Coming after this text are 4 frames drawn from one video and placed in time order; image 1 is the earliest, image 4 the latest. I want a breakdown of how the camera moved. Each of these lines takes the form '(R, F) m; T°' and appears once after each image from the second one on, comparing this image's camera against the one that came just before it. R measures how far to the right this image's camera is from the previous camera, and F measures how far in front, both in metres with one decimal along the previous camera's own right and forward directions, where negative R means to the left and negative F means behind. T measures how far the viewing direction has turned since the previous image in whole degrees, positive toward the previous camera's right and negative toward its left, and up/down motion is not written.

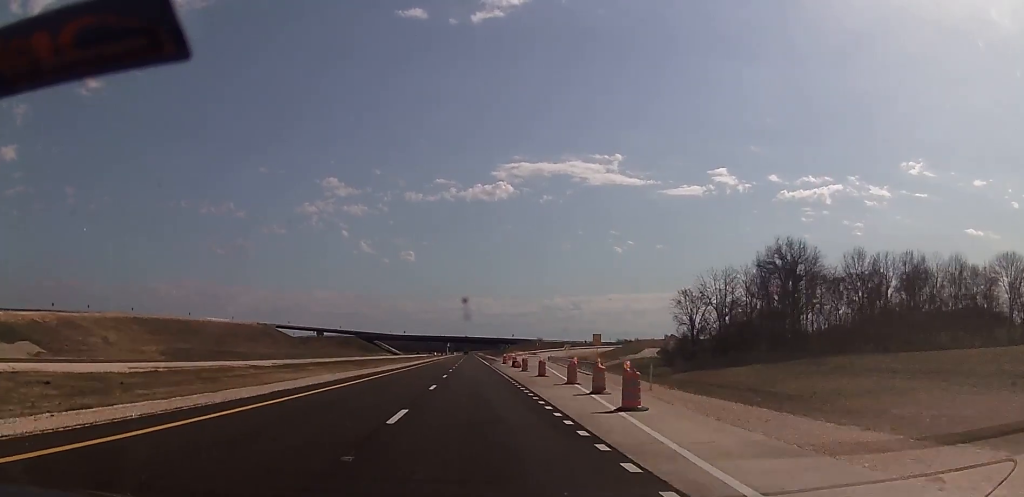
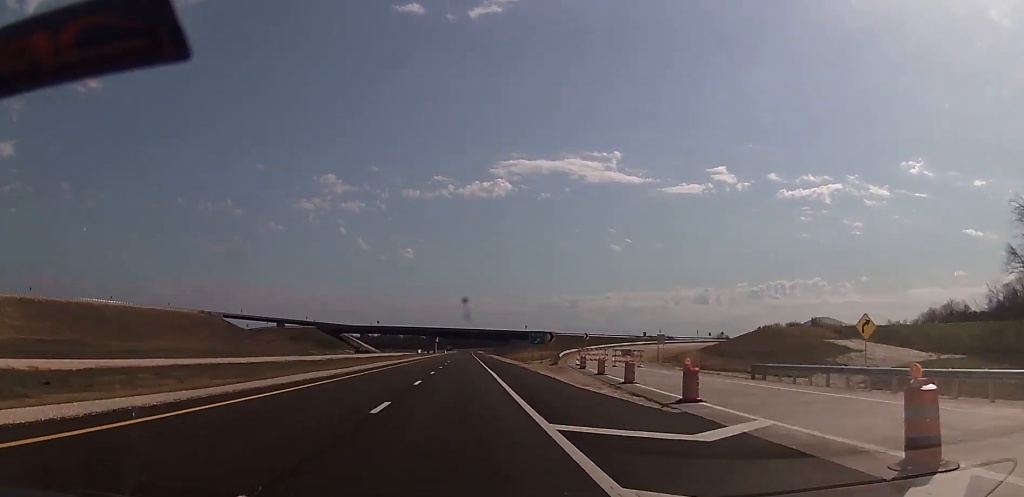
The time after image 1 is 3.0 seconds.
(+1.0, +105.0) m; +1°
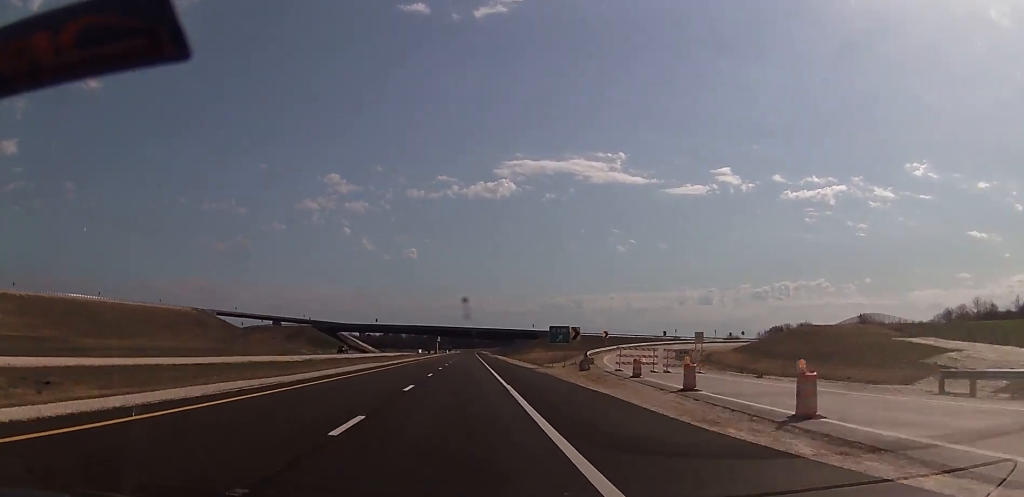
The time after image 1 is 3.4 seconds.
(+0.2, +16.7) m; 0°
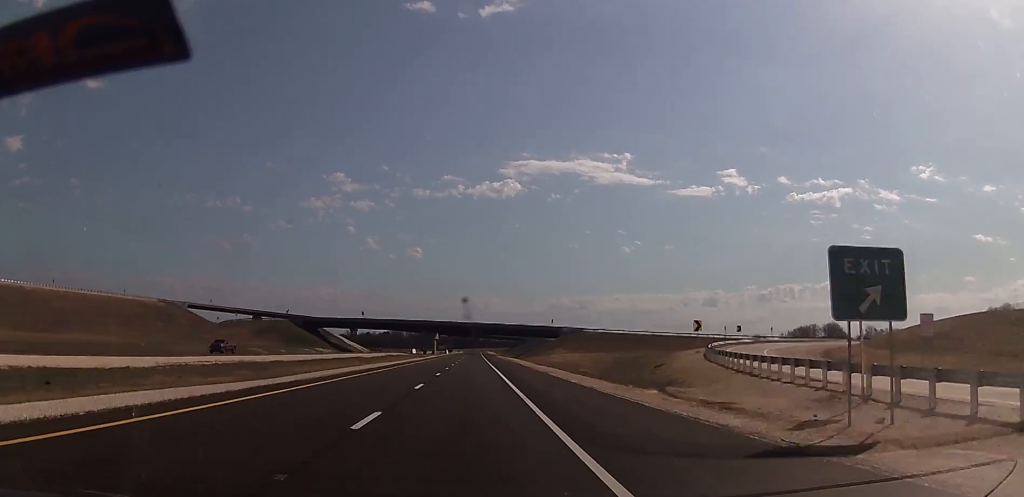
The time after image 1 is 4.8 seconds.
(0.0, +47.6) m; -1°
